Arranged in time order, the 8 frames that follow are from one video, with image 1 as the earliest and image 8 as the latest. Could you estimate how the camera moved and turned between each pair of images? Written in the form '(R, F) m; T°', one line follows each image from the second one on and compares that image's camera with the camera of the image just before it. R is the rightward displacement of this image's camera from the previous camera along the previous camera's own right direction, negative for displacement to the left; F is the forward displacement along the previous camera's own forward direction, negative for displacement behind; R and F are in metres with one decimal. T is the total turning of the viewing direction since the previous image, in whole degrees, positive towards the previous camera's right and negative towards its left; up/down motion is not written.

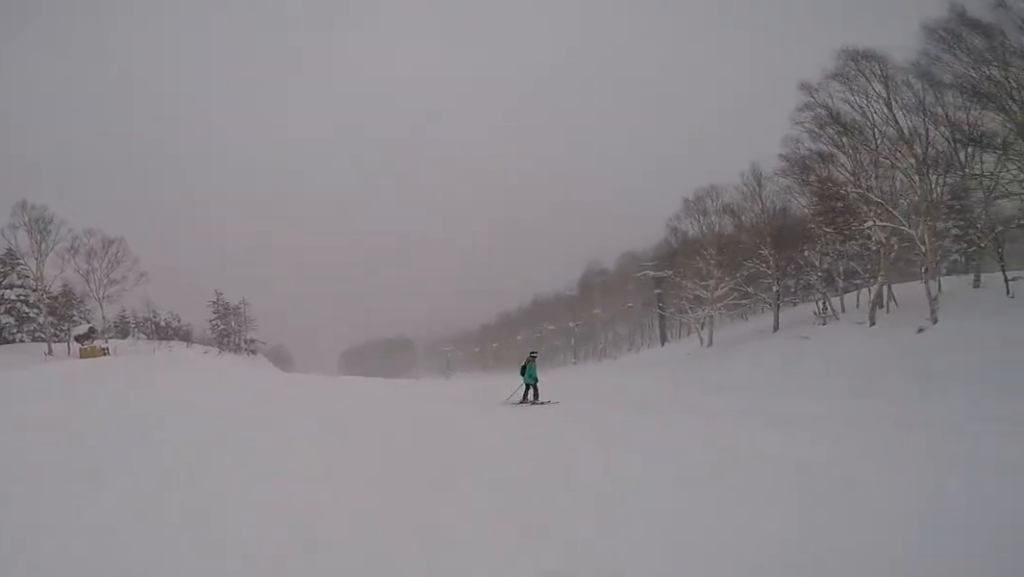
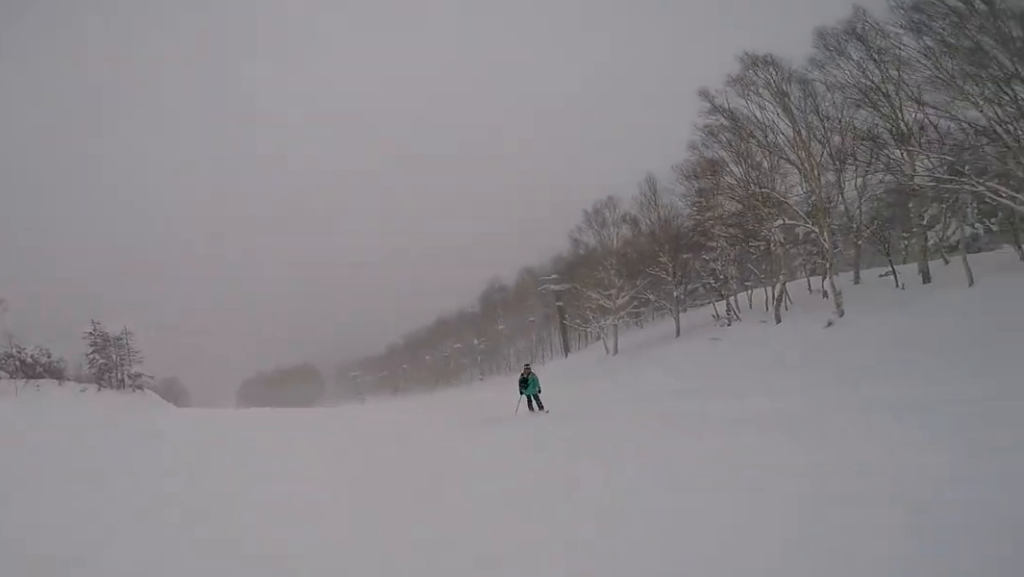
(0.0, +2.1) m; +7°
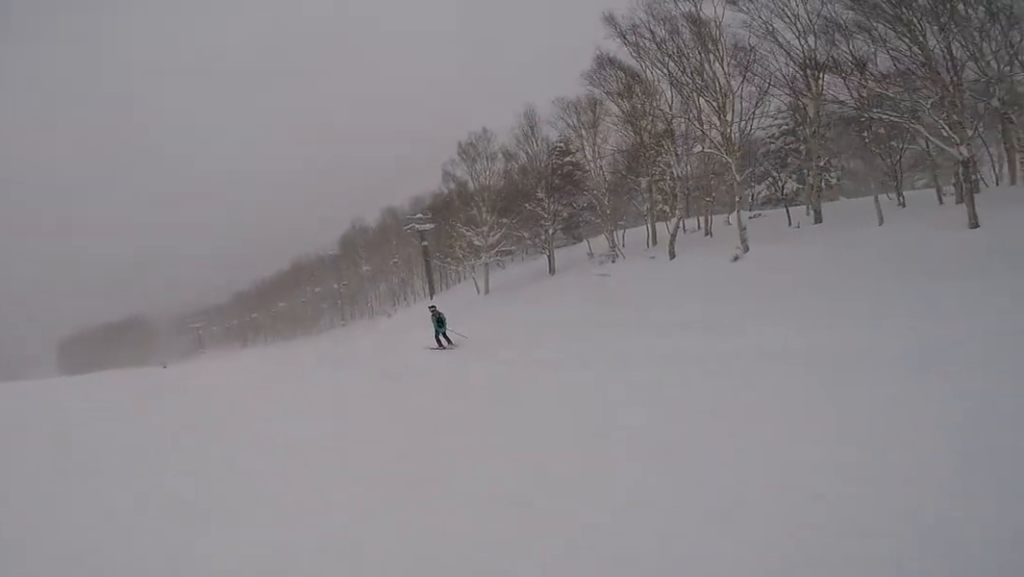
(+1.0, +4.4) m; +30°
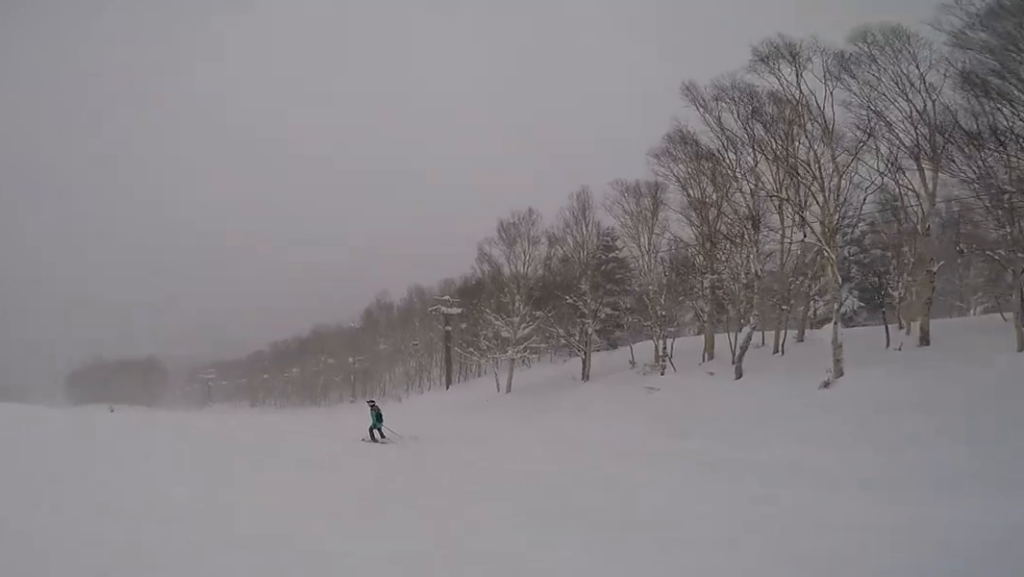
(+1.1, +3.2) m; +13°
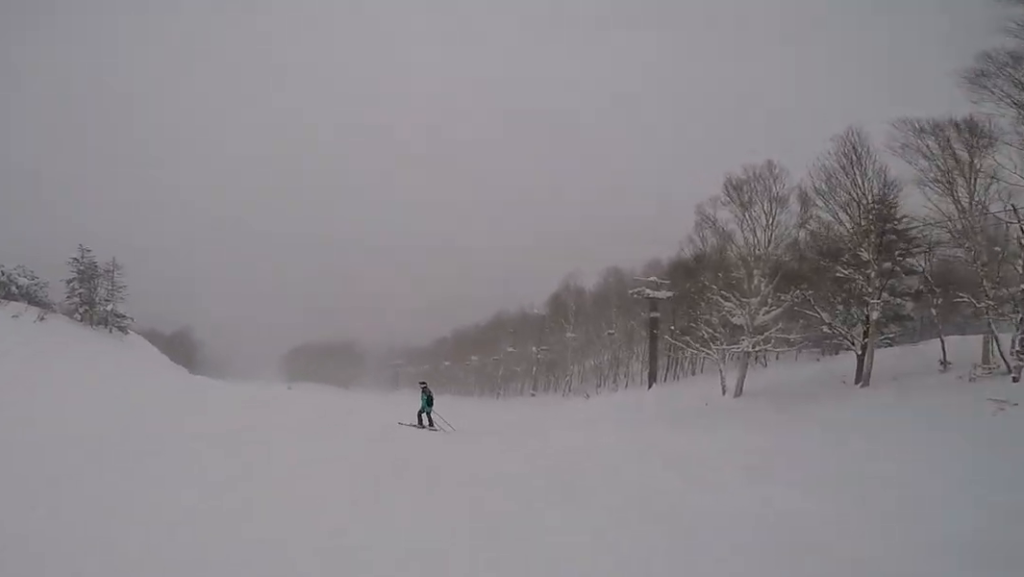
(-0.4, +4.3) m; -13°
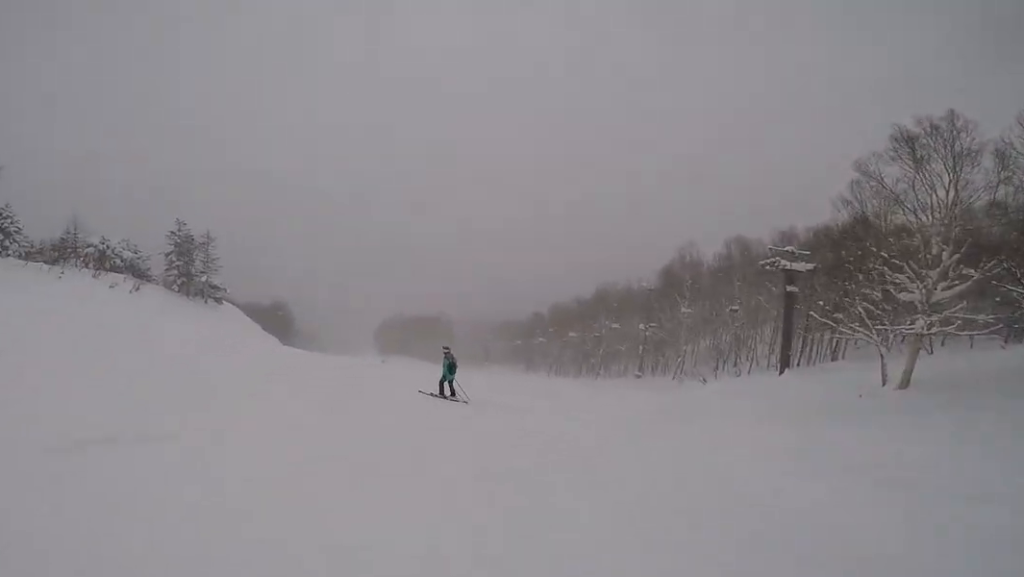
(-0.3, +2.2) m; -15°
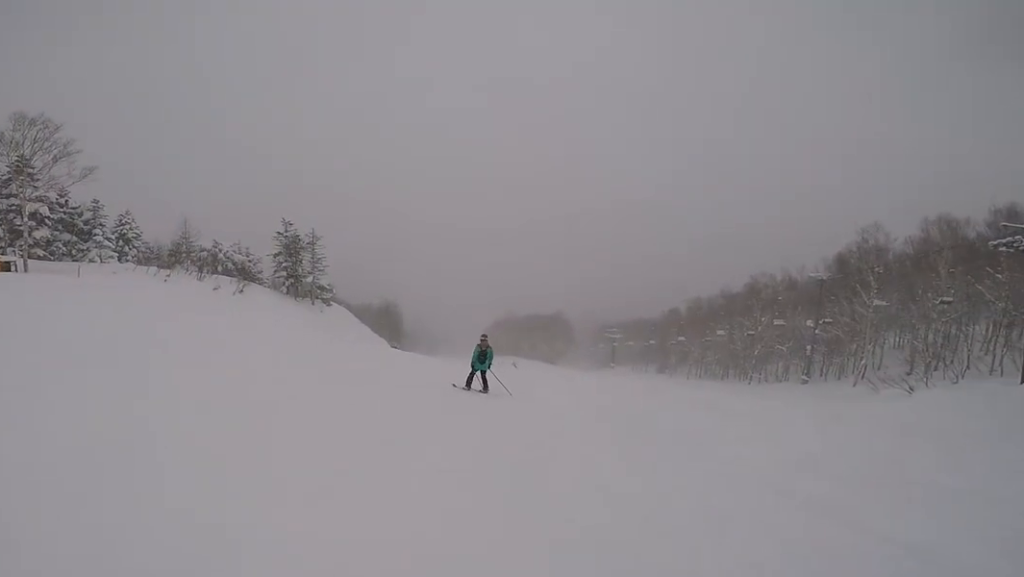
(-0.7, +3.7) m; -22°
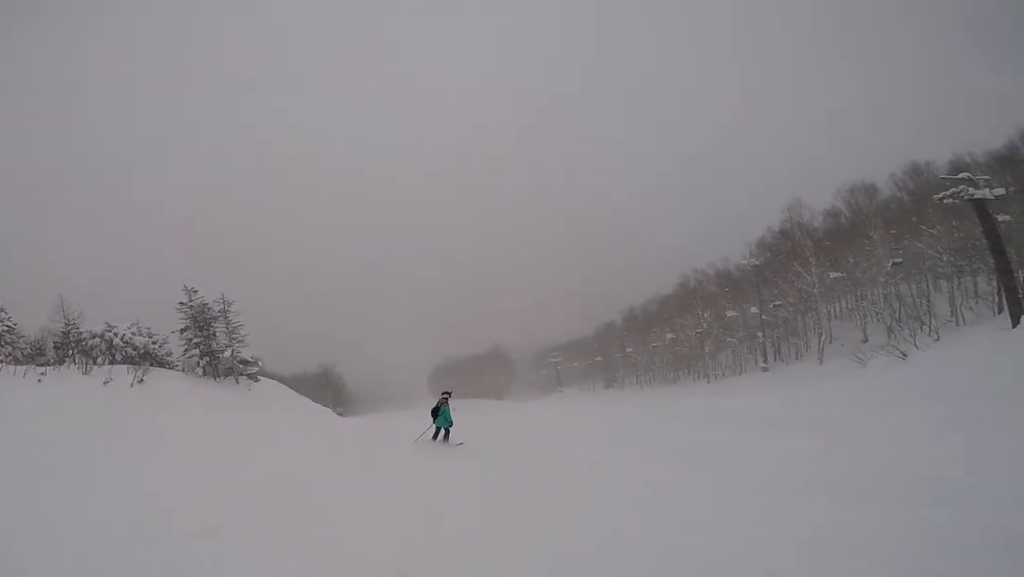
(-0.9, +5.5) m; +1°
